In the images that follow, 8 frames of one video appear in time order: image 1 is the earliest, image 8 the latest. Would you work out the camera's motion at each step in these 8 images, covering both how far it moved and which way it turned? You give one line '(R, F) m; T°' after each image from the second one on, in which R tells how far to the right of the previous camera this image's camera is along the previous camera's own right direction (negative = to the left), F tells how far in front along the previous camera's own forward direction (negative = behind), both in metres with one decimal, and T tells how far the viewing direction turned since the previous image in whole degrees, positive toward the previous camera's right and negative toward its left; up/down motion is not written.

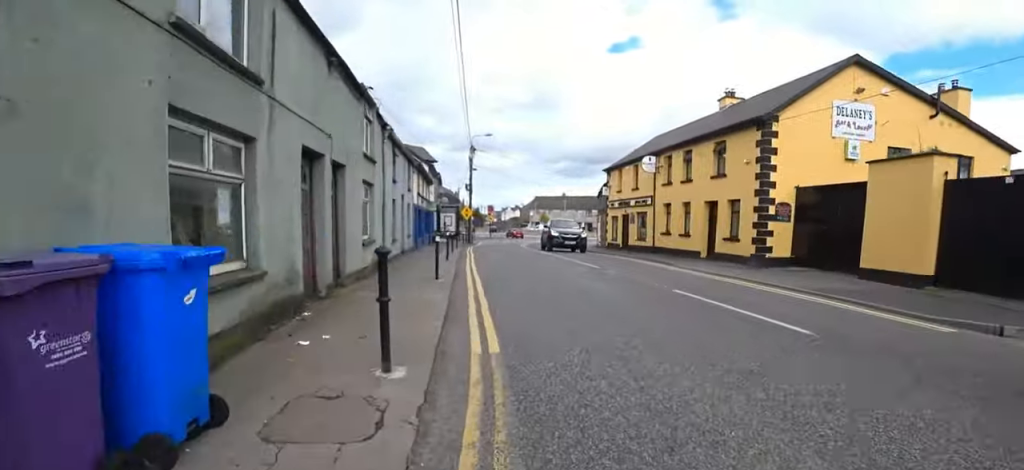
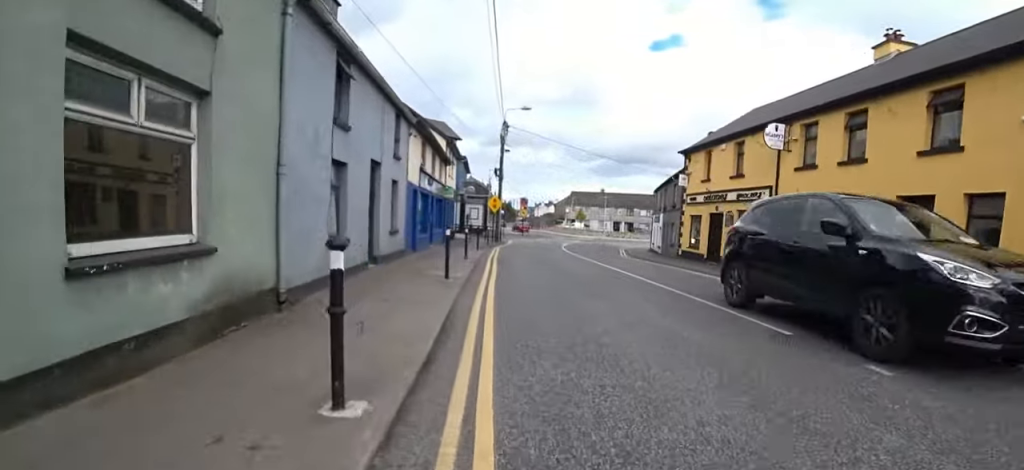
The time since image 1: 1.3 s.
(-1.9, +6.9) m; -13°
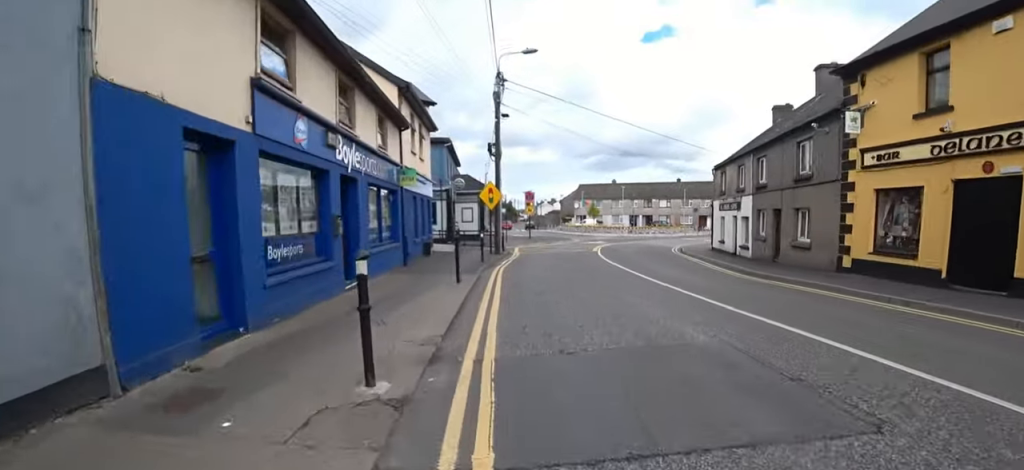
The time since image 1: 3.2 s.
(+1.2, +10.5) m; +6°
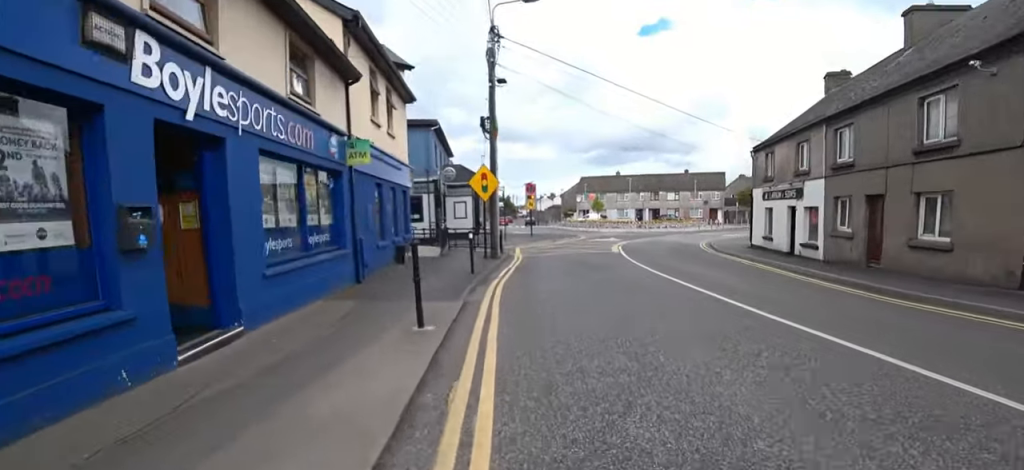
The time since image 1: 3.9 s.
(-0.6, +4.4) m; 0°
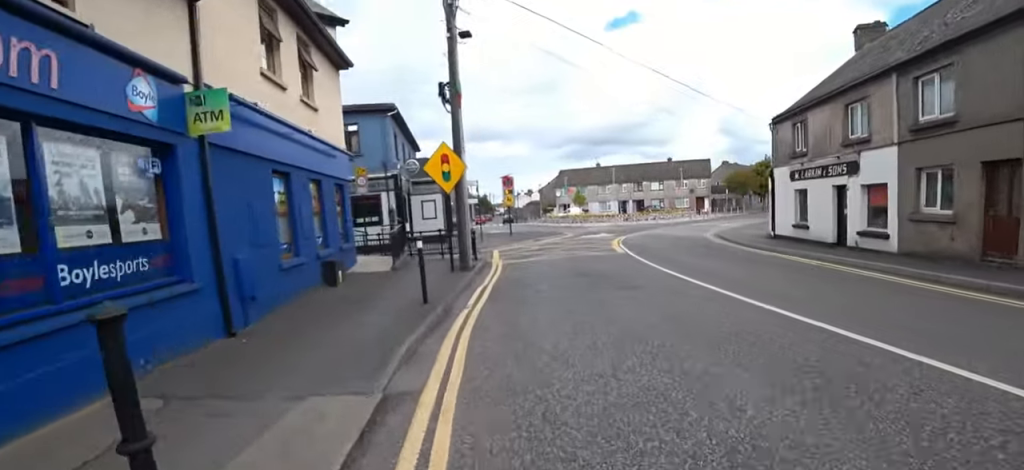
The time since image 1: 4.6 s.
(+0.4, +4.0) m; 0°
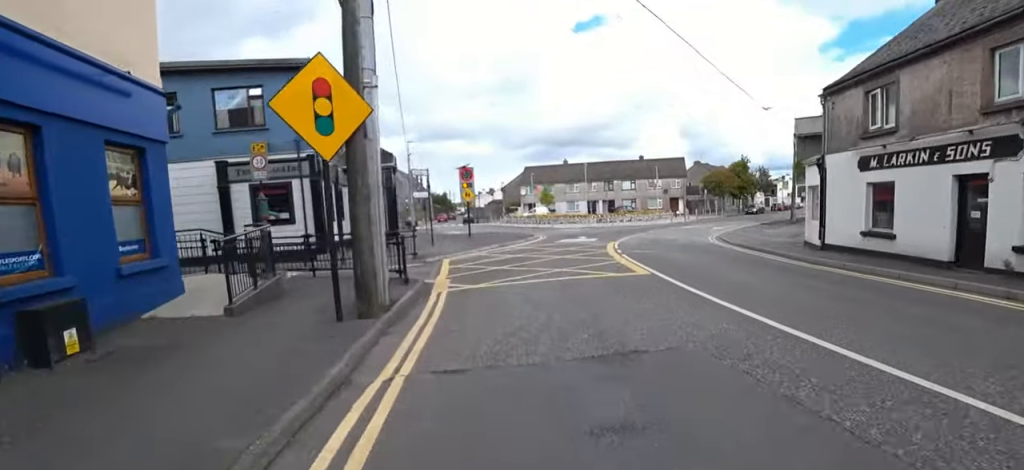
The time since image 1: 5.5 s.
(-0.1, +5.6) m; 0°
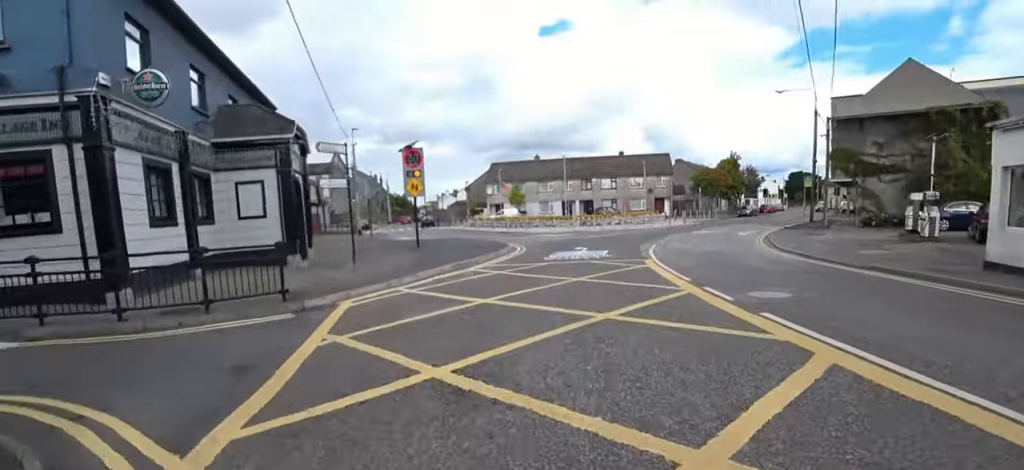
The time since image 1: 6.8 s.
(+0.2, +7.8) m; +11°
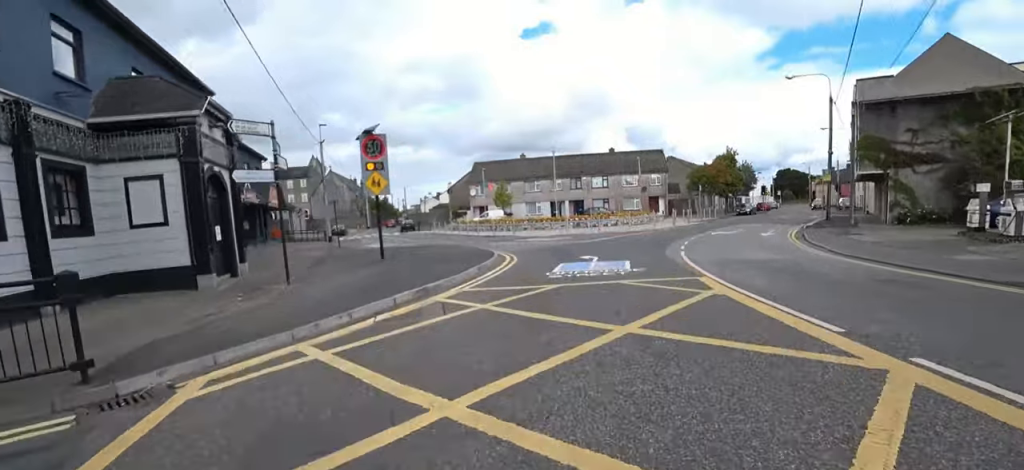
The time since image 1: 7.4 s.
(+0.3, +3.8) m; +3°
